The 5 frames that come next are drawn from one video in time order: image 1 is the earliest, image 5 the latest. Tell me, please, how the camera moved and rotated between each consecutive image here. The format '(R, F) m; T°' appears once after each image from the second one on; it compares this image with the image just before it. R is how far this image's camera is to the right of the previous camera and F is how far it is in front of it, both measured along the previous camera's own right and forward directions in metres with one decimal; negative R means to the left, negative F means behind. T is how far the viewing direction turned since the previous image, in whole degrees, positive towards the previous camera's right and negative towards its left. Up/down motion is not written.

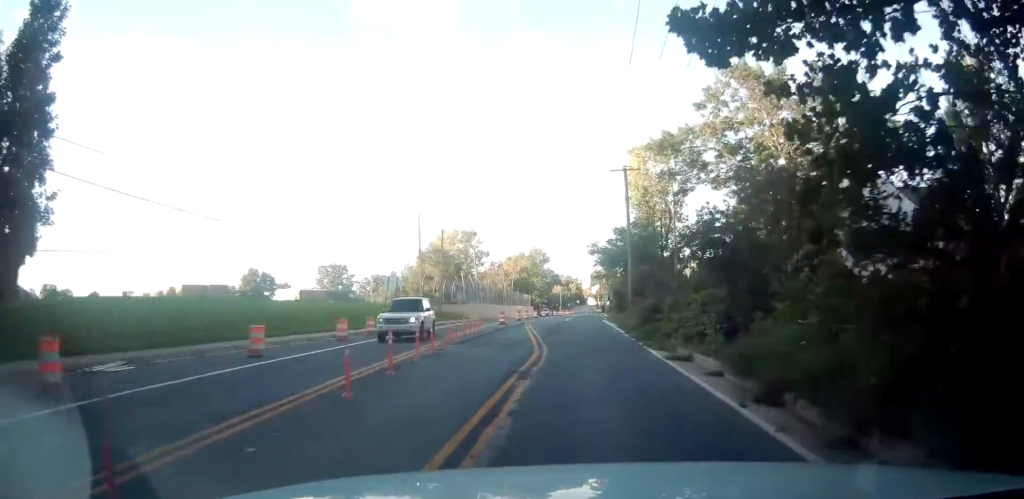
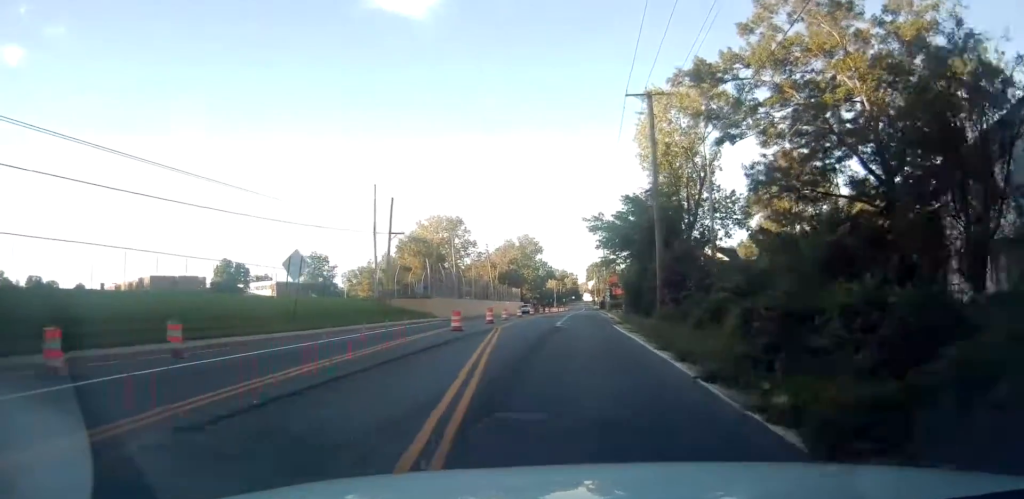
(+0.5, +16.0) m; +3°
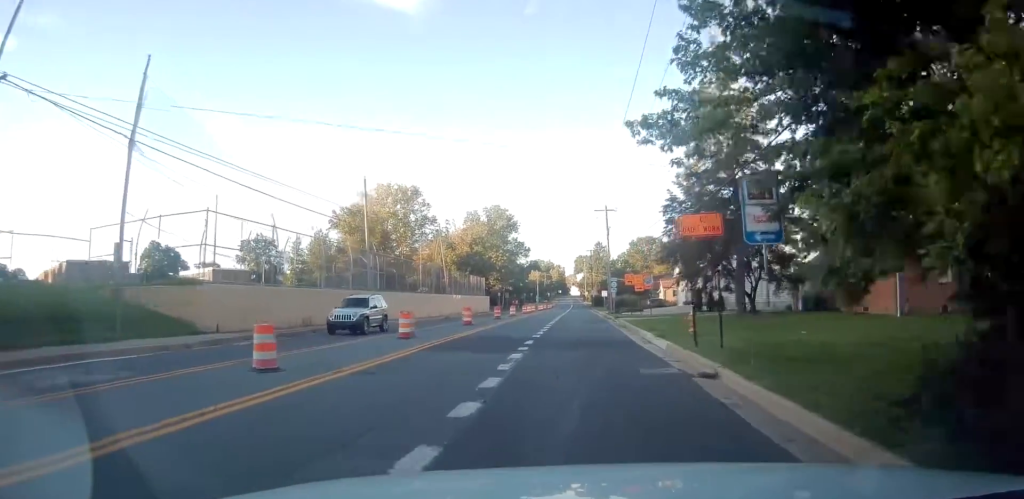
(+0.6, +35.5) m; +2°
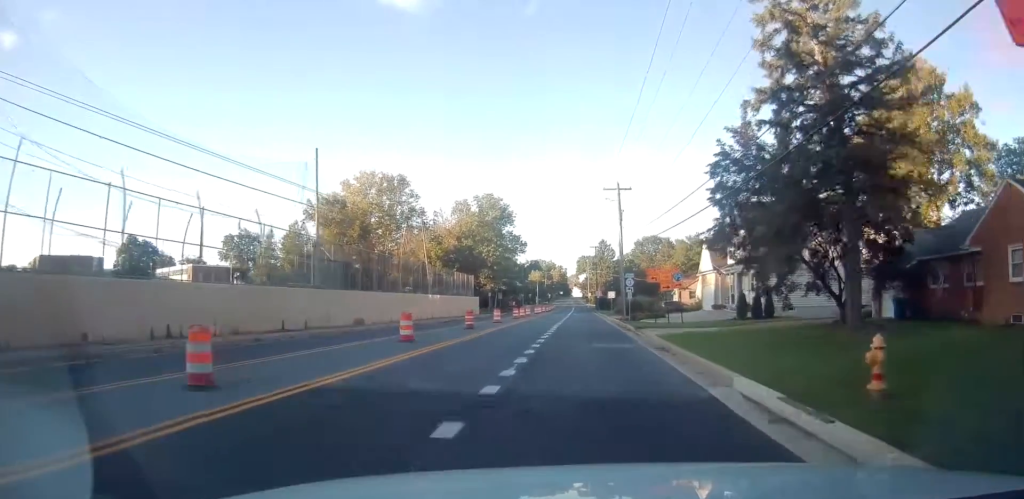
(+0.3, +13.1) m; +1°
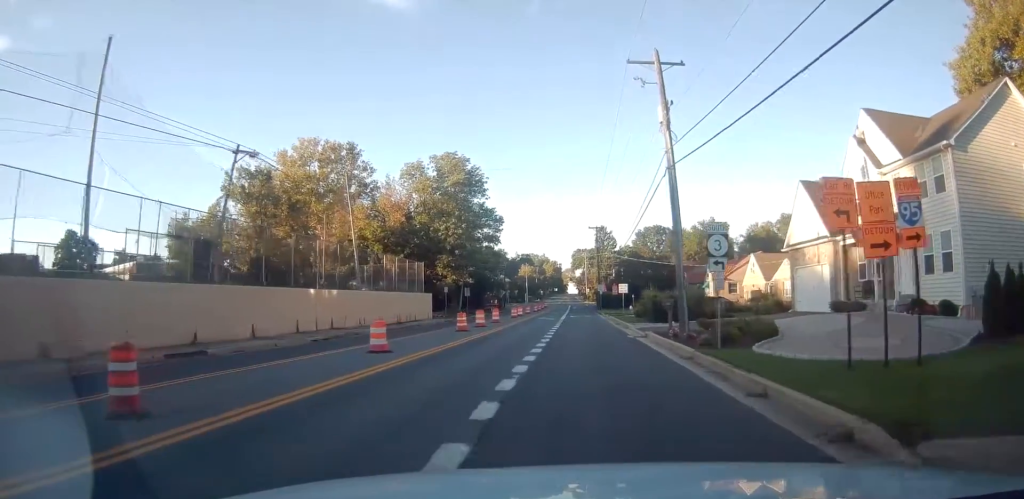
(-0.1, +25.8) m; 0°
